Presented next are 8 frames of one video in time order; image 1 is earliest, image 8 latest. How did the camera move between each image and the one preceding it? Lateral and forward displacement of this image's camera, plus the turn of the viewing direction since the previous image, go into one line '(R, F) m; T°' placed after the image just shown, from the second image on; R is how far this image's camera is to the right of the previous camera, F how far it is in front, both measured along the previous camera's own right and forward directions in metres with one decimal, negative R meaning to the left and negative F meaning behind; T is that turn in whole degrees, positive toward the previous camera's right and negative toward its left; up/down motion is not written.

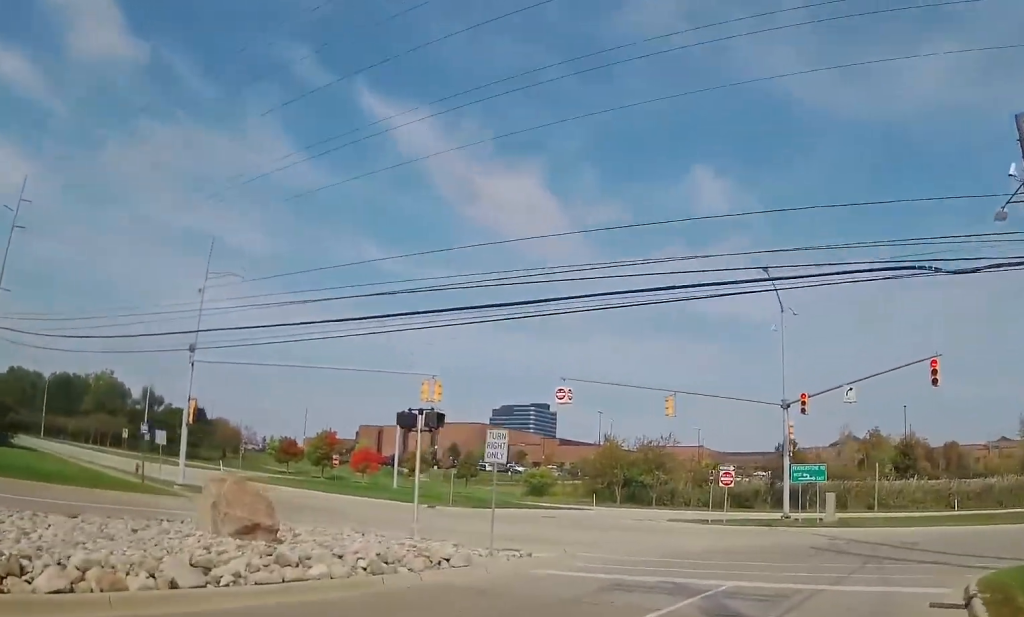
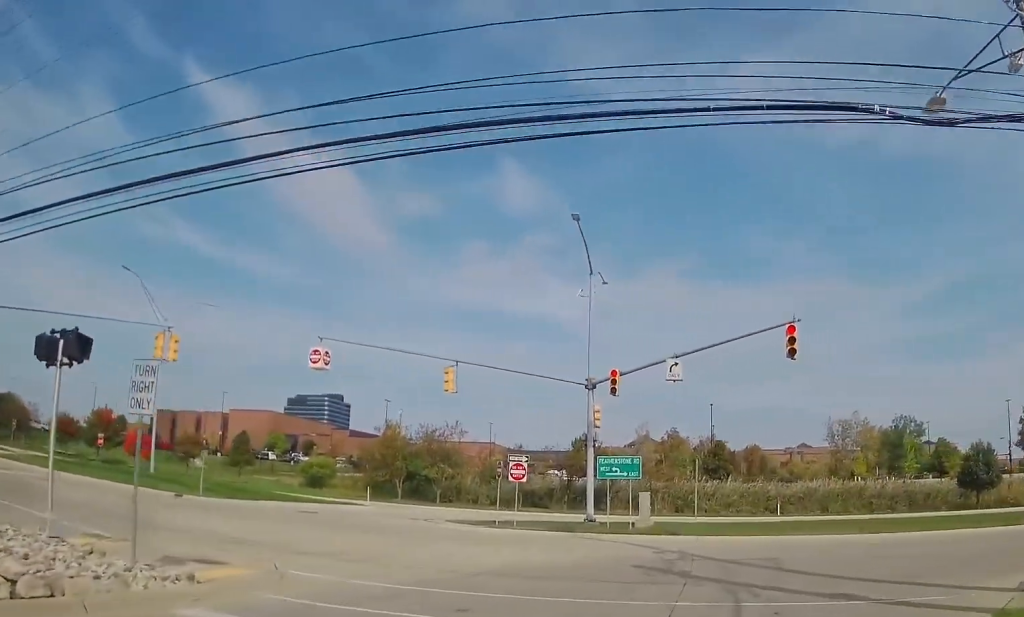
(+1.0, +8.1) m; +10°
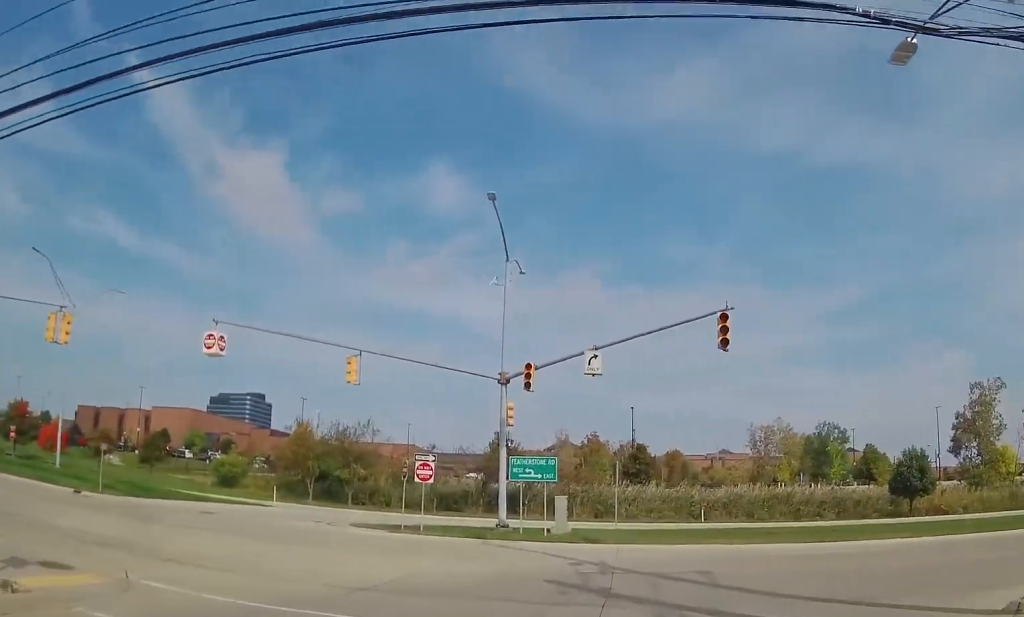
(+0.1, +2.9) m; +4°
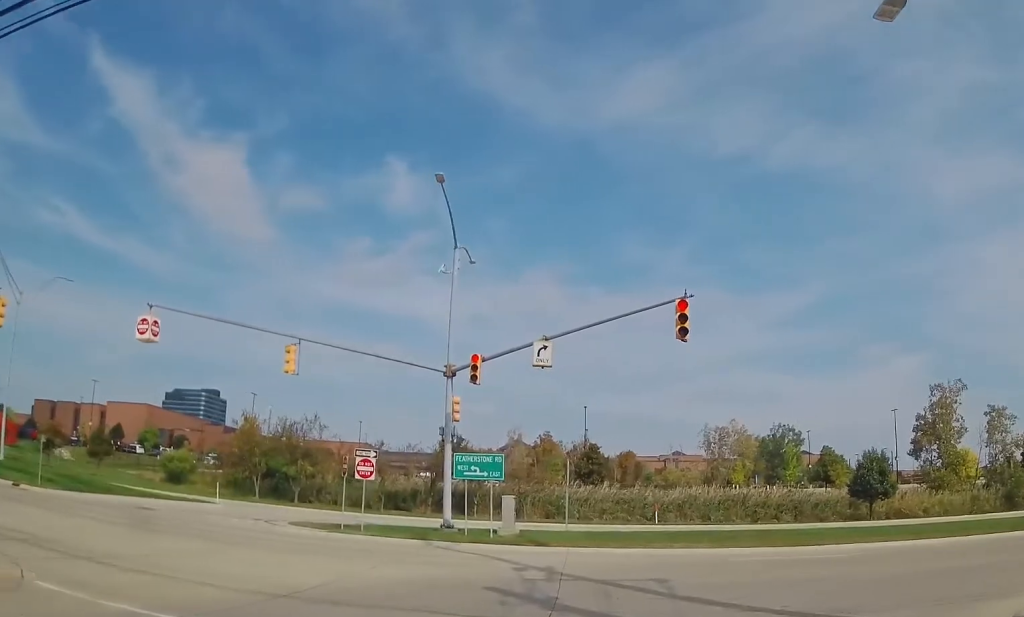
(-0.1, +2.5) m; +4°
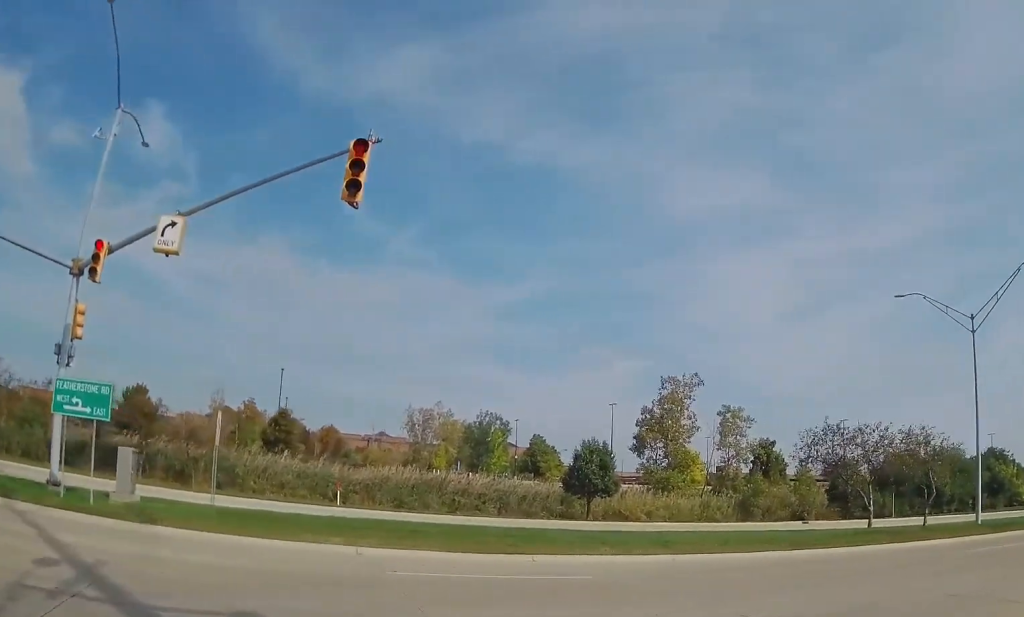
(+3.7, +8.0) m; +56°
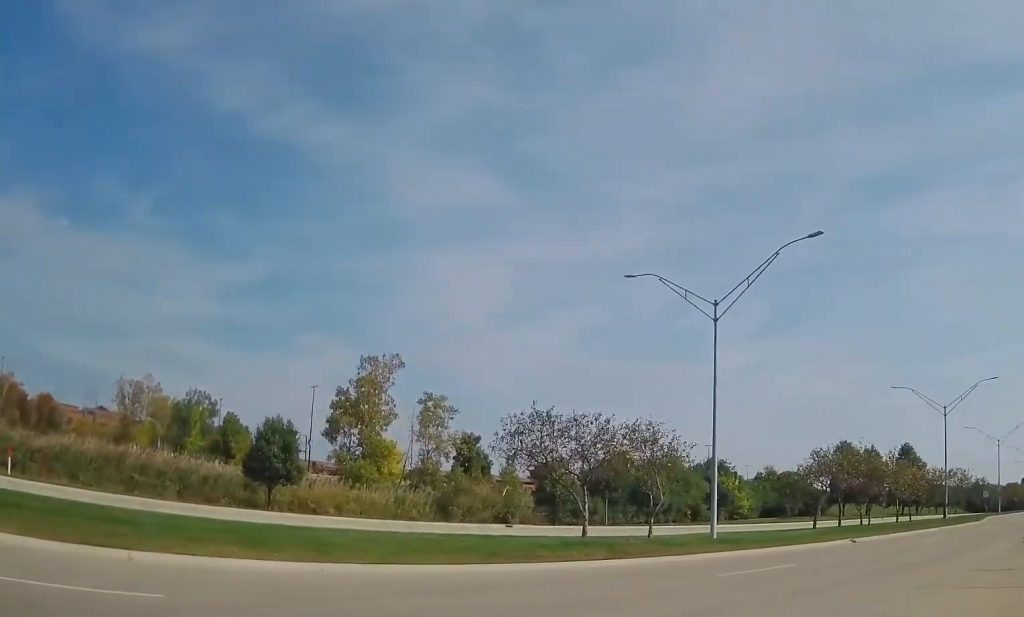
(+0.6, +4.5) m; +10°
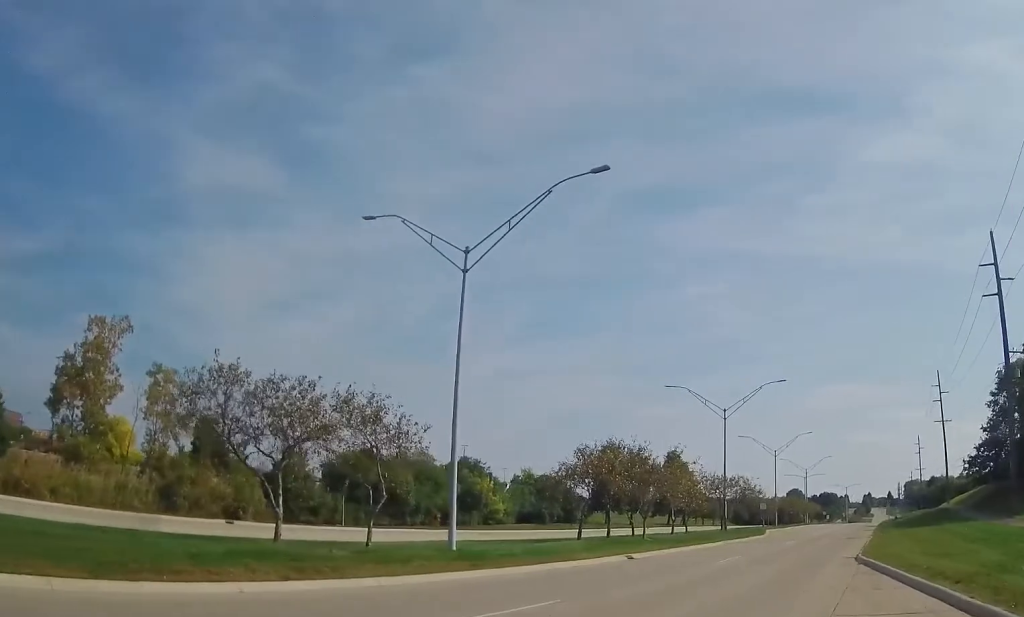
(+0.3, +6.0) m; +11°
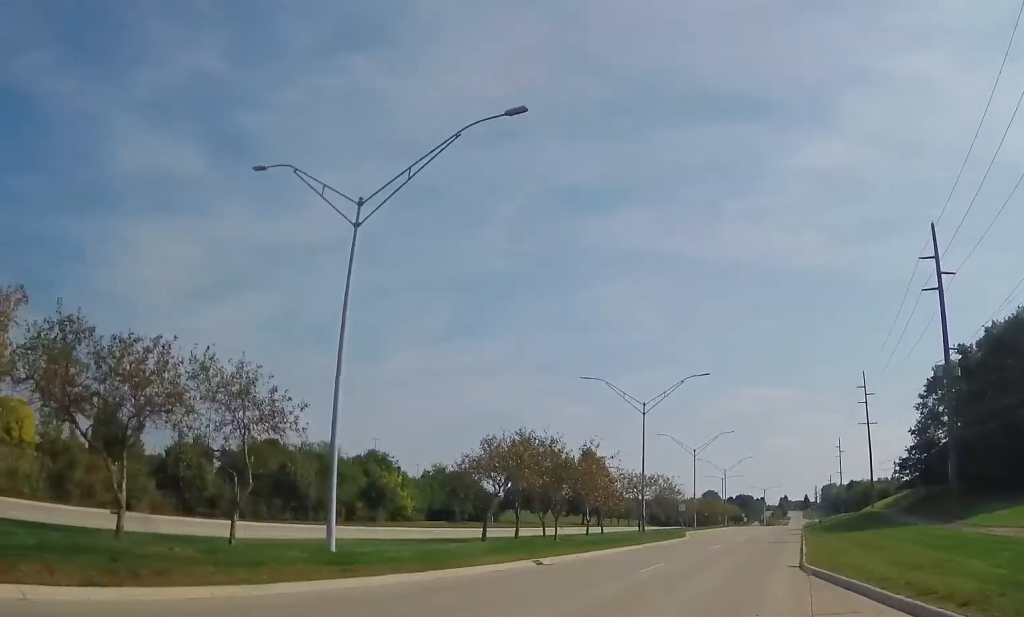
(+0.4, +3.4) m; +6°
